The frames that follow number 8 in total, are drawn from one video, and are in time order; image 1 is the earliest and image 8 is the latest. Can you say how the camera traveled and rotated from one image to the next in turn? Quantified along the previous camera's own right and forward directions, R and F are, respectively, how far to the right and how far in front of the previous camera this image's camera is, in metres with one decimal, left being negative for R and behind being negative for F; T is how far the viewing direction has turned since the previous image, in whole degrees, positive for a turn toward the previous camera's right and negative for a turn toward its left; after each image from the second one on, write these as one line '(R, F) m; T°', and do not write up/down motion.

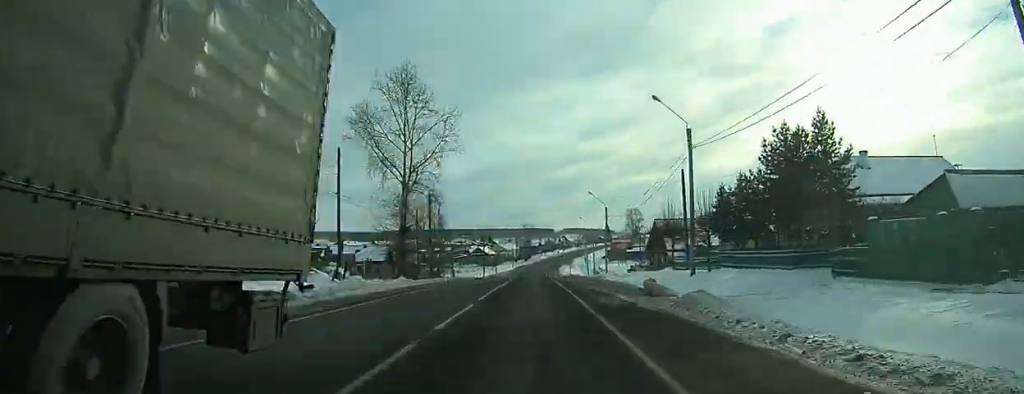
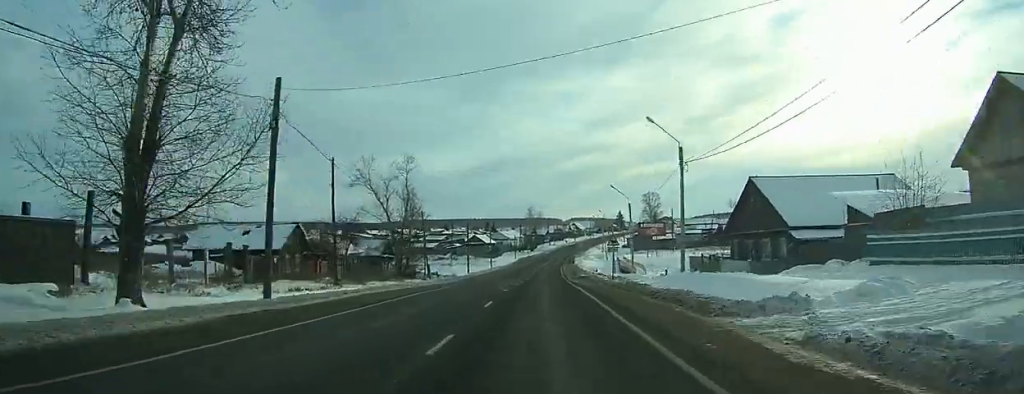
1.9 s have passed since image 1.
(-0.2, +34.4) m; 0°
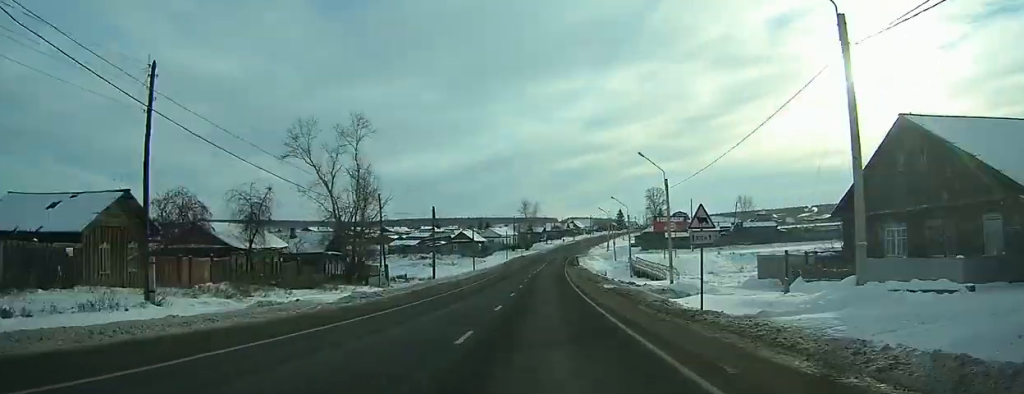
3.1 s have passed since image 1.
(+0.1, +20.1) m; 0°
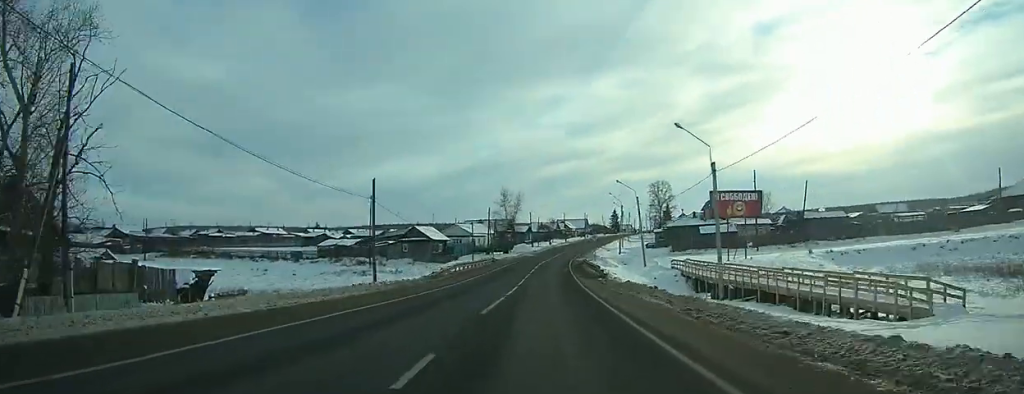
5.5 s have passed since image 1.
(+0.1, +38.9) m; +1°
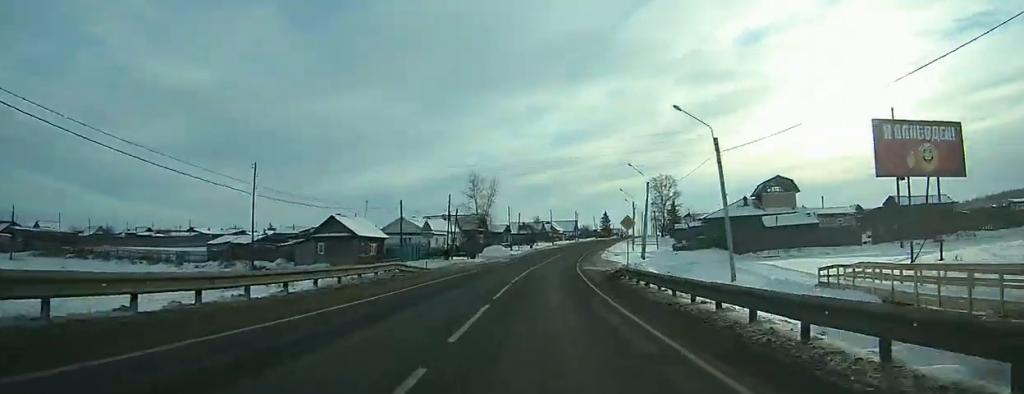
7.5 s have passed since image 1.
(+0.2, +33.4) m; +1°
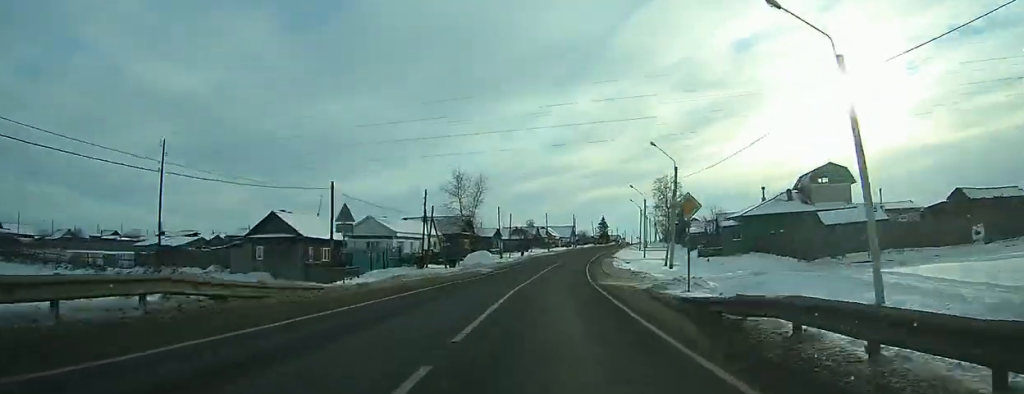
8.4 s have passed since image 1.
(+0.1, +15.4) m; +1°
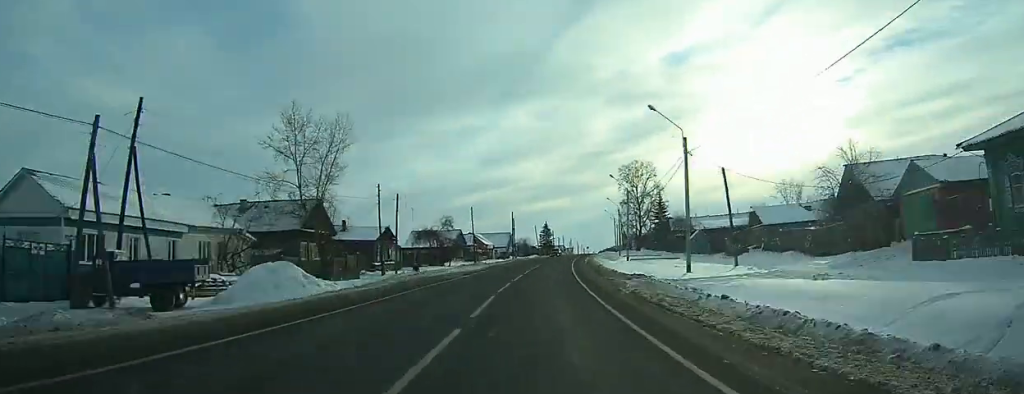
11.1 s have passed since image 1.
(+2.4, +52.4) m; +6°
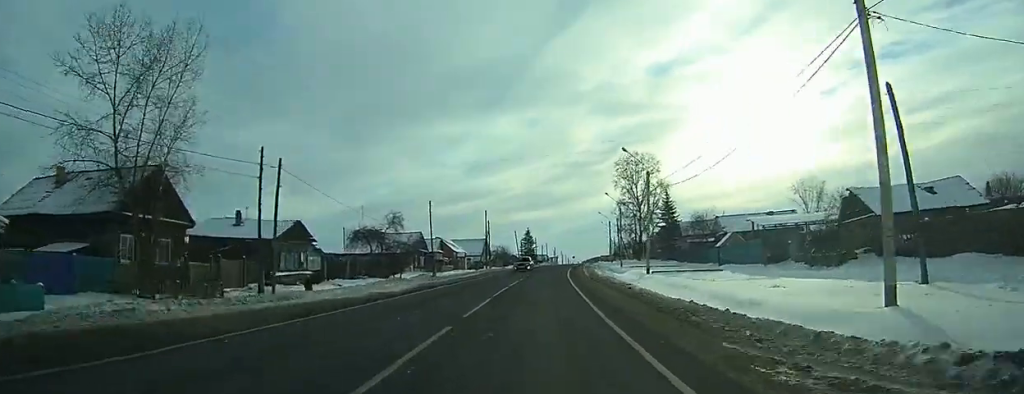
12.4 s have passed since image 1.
(+0.6, +25.9) m; +2°
